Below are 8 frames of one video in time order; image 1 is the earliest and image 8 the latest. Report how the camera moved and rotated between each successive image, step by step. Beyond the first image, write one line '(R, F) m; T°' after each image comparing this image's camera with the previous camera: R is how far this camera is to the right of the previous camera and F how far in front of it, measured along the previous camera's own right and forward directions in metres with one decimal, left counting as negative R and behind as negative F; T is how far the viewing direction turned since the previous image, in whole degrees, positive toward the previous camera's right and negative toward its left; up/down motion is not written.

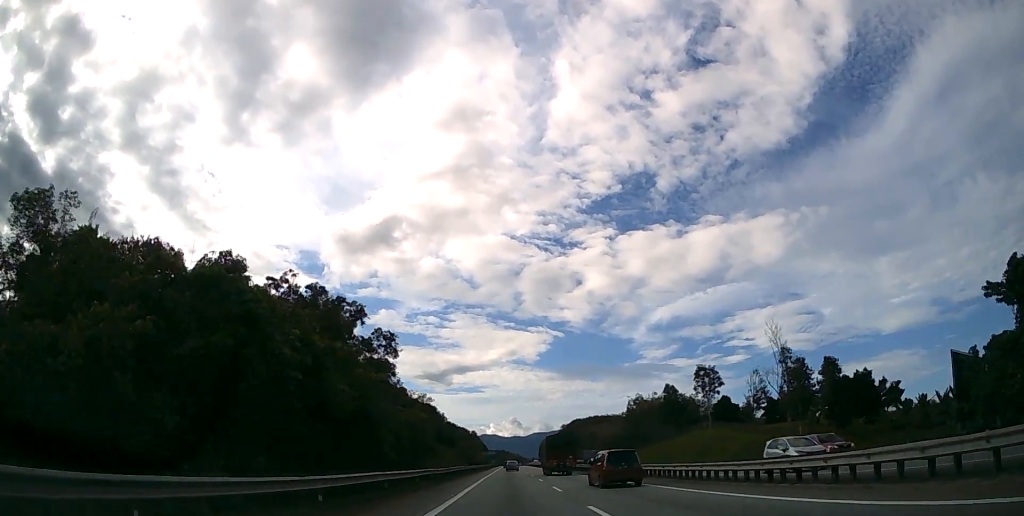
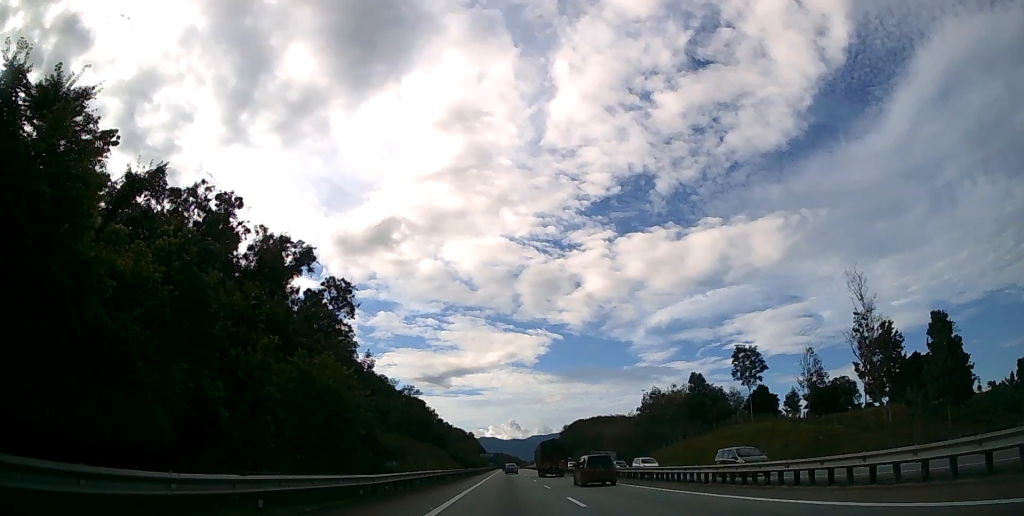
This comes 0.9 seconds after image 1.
(0.0, +18.9) m; 0°
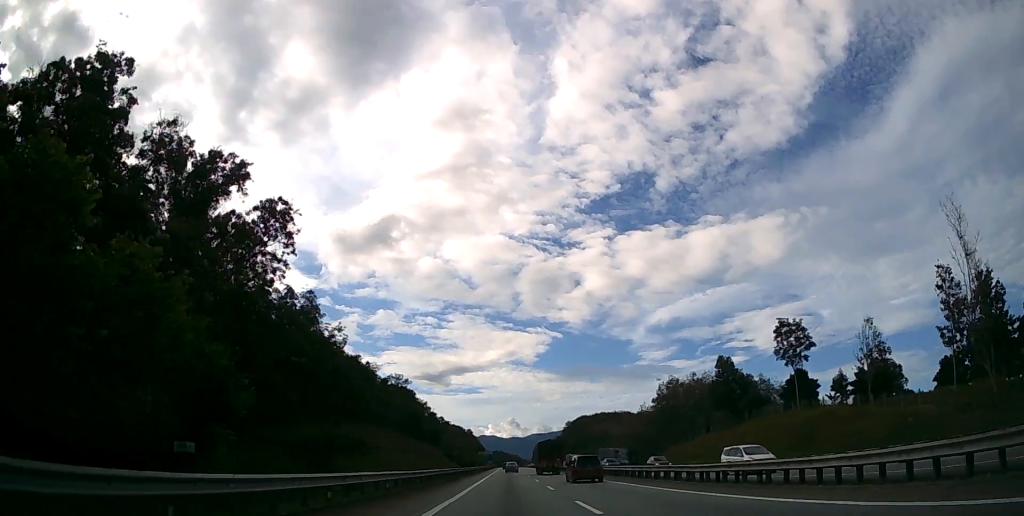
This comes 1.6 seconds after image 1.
(0.0, +14.7) m; 0°
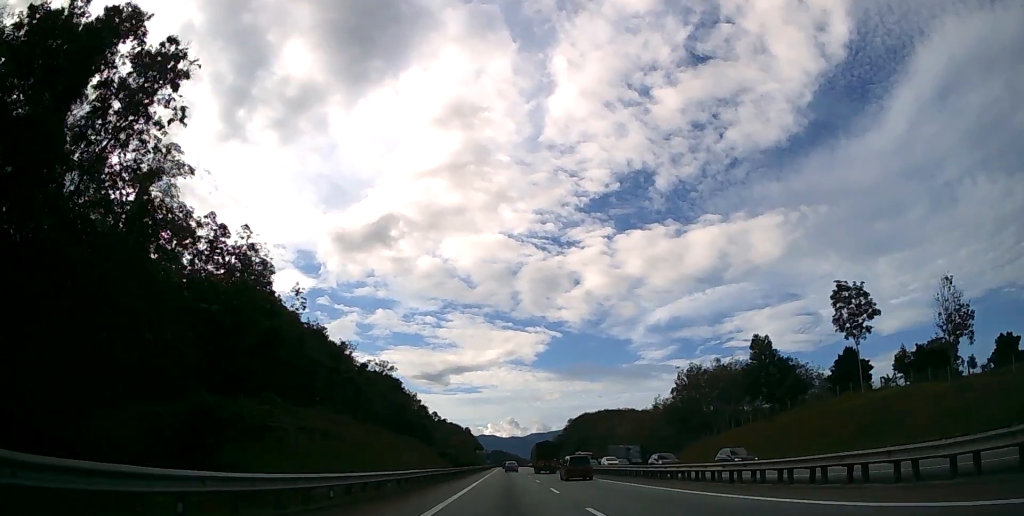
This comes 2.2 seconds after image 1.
(0.0, +14.9) m; 0°
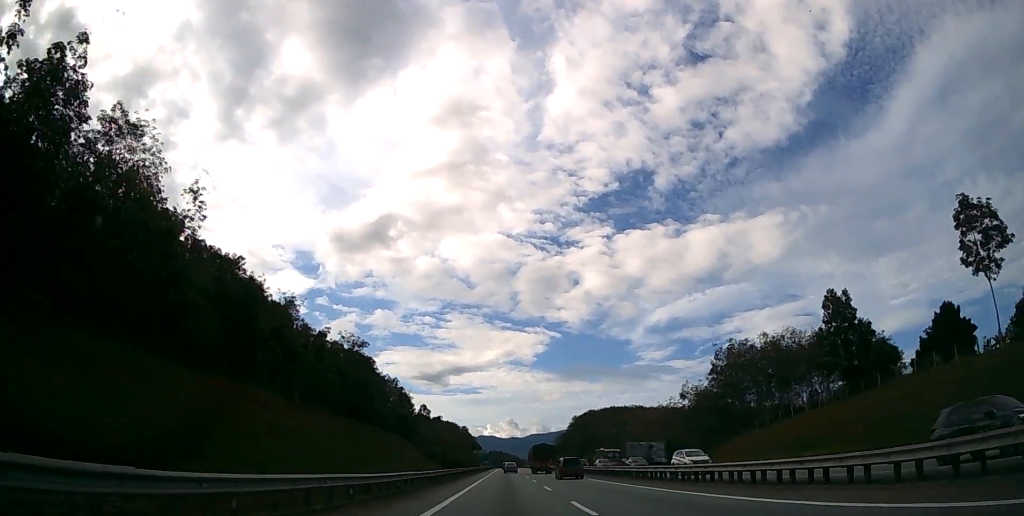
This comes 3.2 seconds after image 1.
(0.0, +21.0) m; 0°
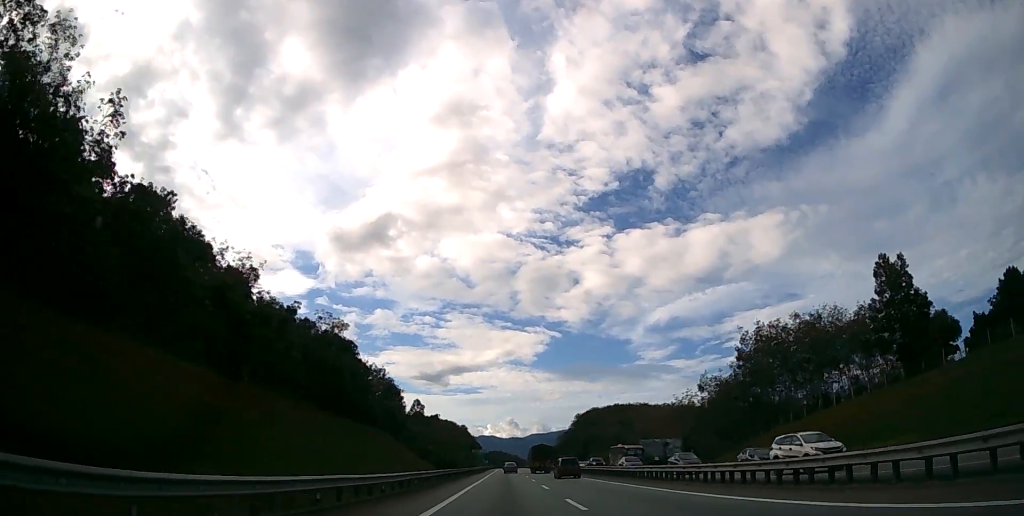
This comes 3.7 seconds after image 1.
(0.0, +10.5) m; 0°
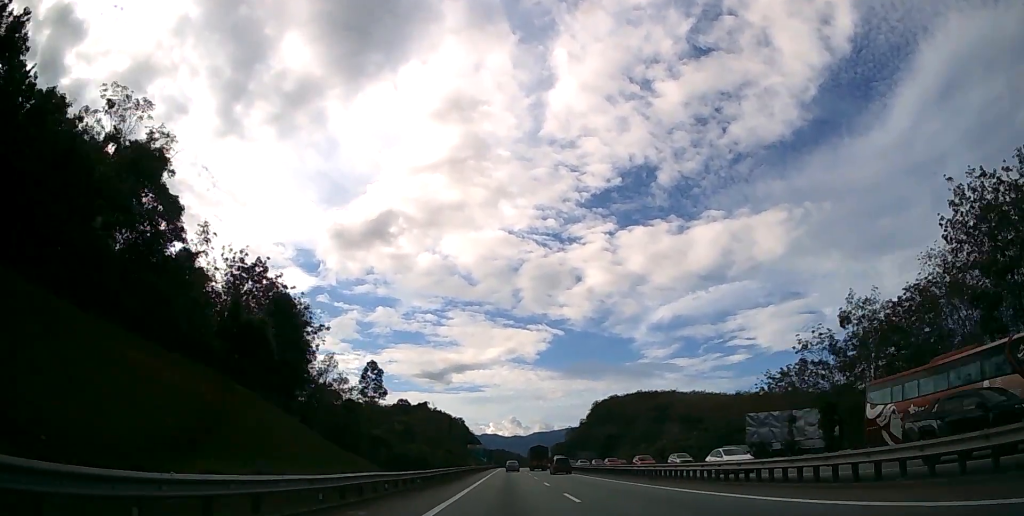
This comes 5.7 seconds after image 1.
(0.0, +45.5) m; 0°
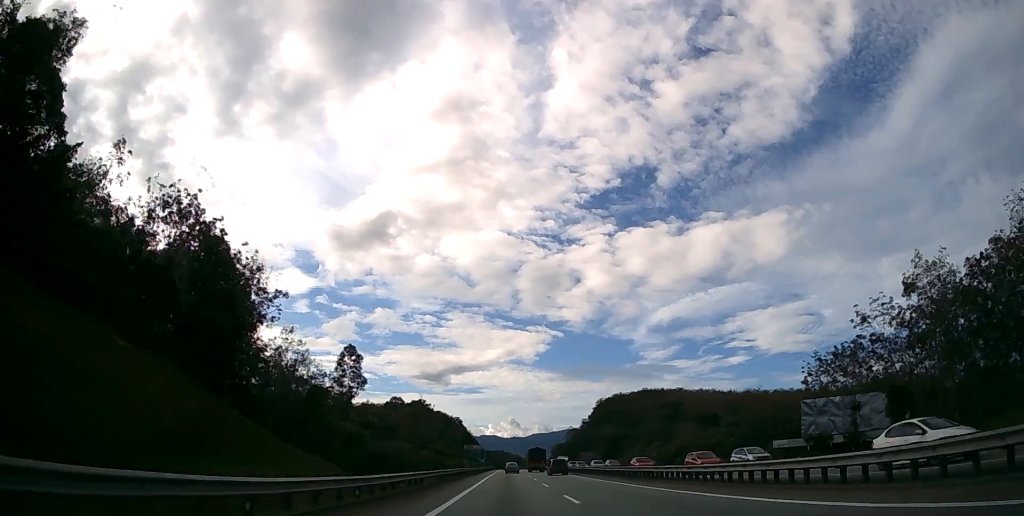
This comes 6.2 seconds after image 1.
(0.0, +11.7) m; 0°
